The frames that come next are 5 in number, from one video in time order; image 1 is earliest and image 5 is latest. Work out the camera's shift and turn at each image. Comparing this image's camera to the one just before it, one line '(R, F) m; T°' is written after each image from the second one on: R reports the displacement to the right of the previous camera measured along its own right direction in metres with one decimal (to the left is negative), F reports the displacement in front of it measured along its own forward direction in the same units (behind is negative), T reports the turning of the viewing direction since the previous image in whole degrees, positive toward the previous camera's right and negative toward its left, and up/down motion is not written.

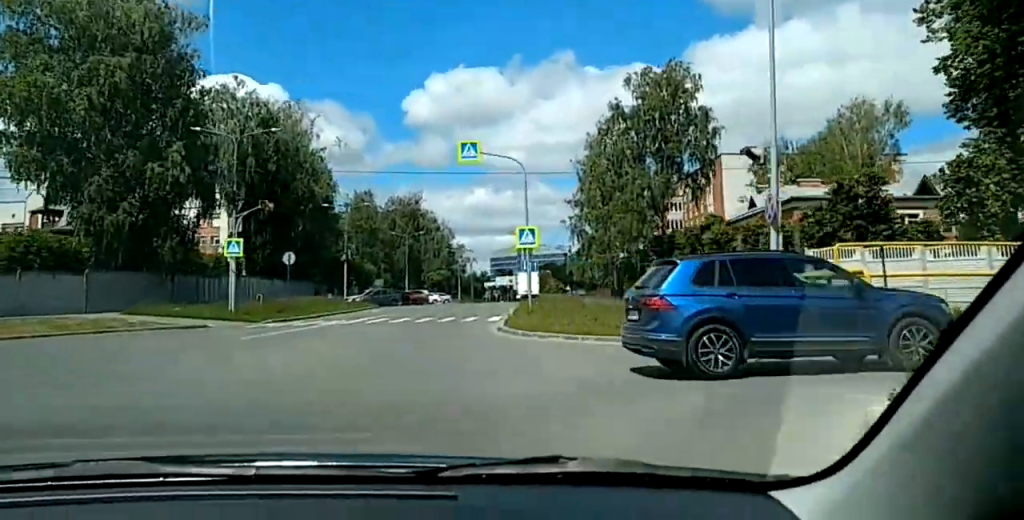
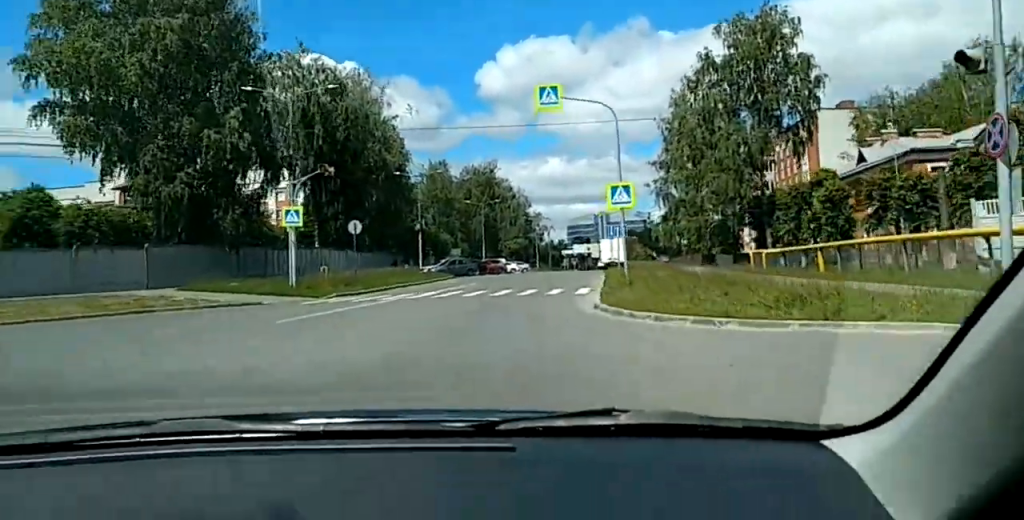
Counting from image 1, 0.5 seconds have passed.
(+0.1, +5.6) m; 0°
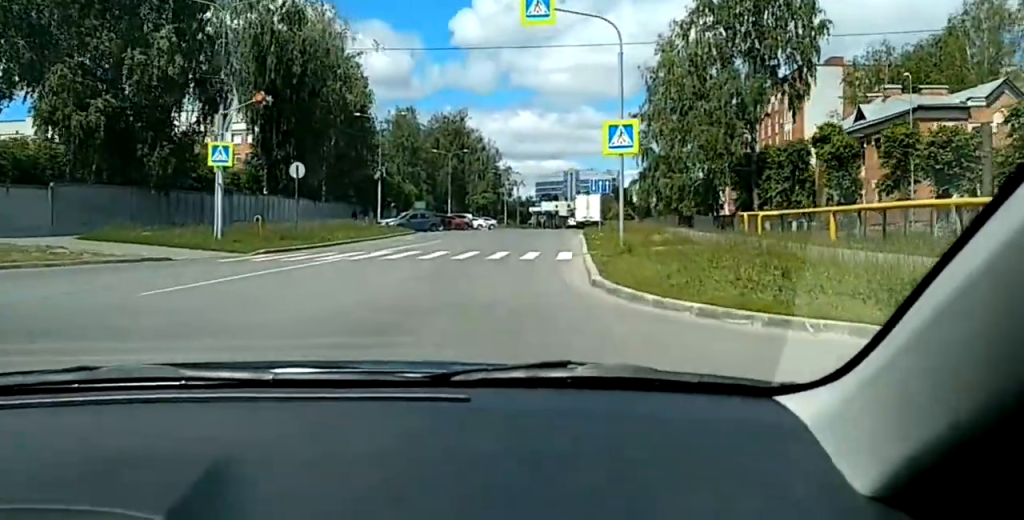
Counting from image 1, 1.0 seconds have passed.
(-0.1, +5.4) m; -1°
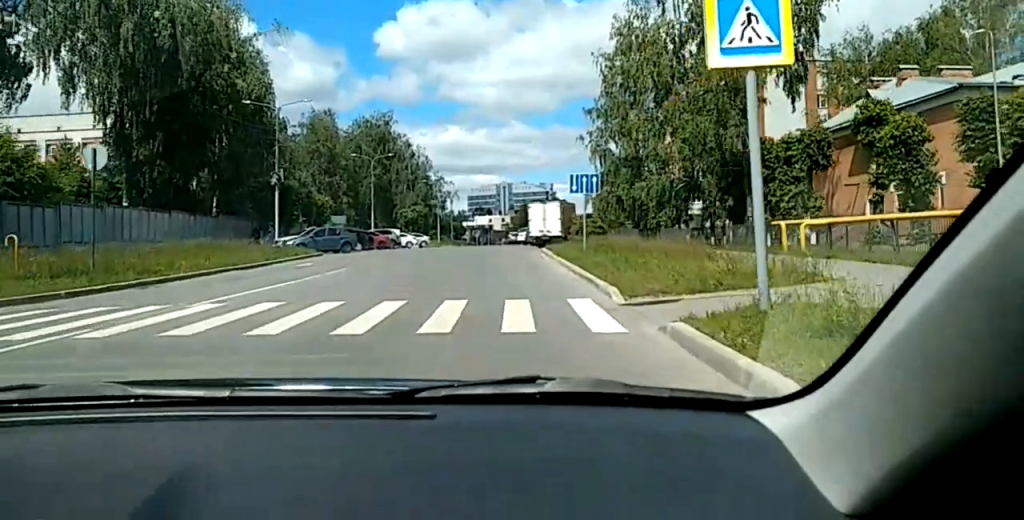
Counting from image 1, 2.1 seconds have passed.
(-0.1, +12.4) m; -1°
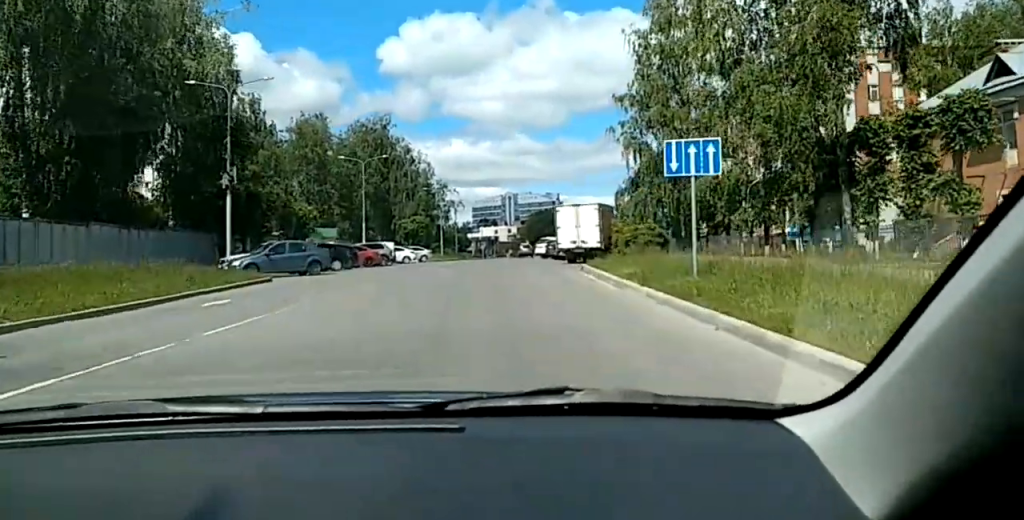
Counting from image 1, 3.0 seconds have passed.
(0.0, +10.7) m; 0°
